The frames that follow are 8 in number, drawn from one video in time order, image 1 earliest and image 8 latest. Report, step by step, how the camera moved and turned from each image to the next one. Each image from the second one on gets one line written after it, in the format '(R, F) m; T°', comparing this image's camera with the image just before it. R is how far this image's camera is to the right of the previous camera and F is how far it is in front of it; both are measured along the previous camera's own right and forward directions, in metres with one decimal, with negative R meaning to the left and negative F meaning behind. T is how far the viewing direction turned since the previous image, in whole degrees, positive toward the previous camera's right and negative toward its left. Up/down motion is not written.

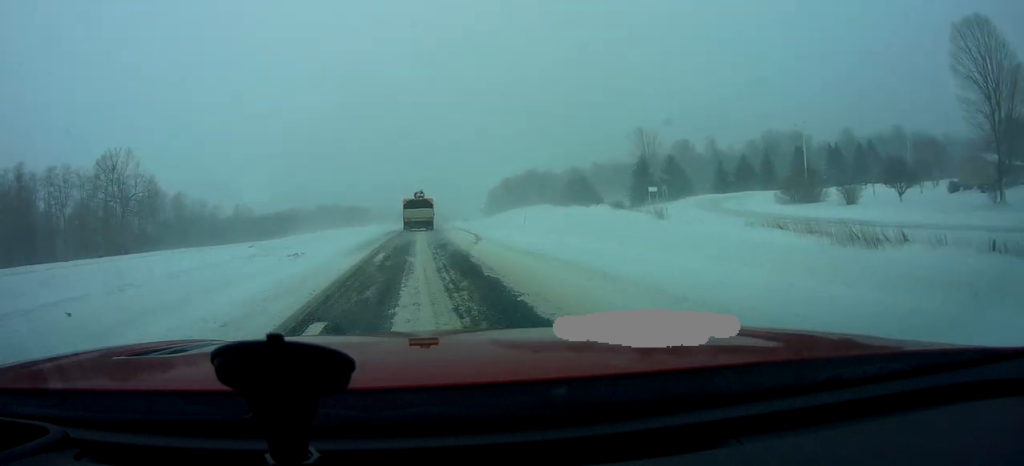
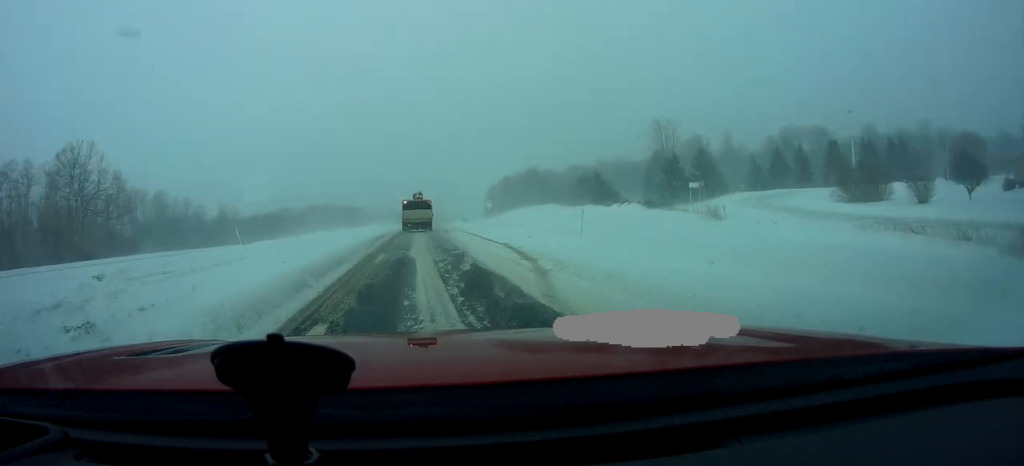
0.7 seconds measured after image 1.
(-0.1, +12.6) m; +1°
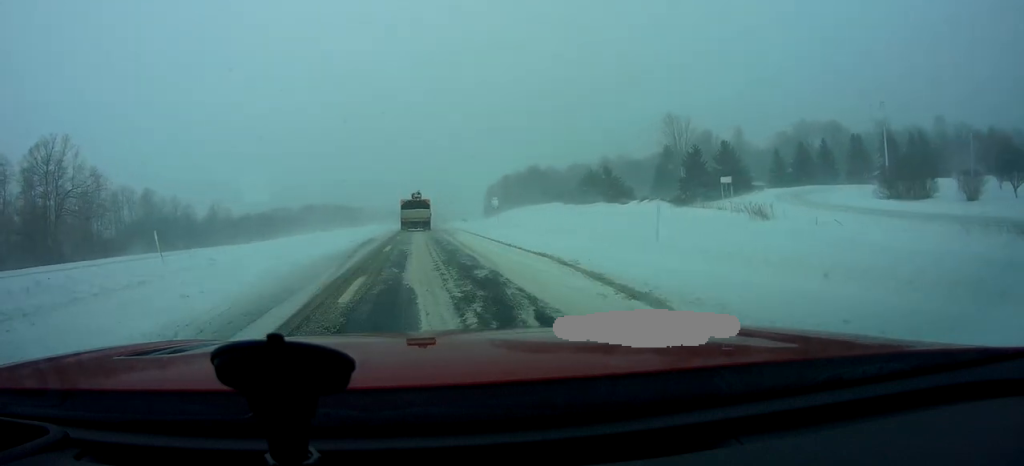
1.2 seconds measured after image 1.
(-0.1, +7.4) m; +1°
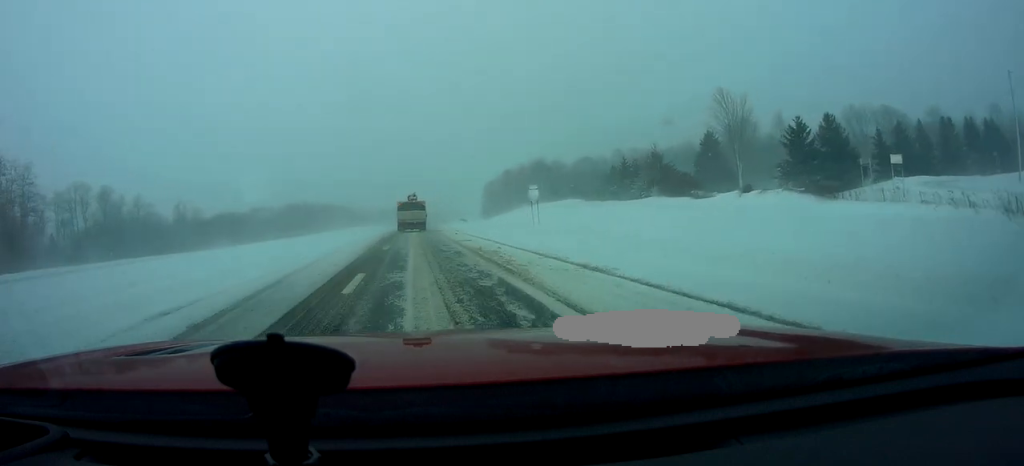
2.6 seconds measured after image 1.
(+0.8, +23.6) m; +2°
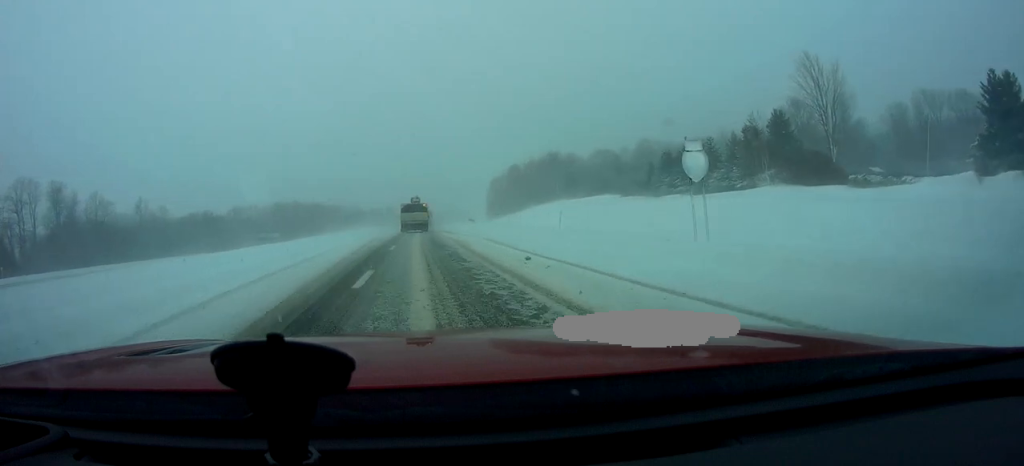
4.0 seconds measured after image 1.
(0.0, +23.4) m; 0°
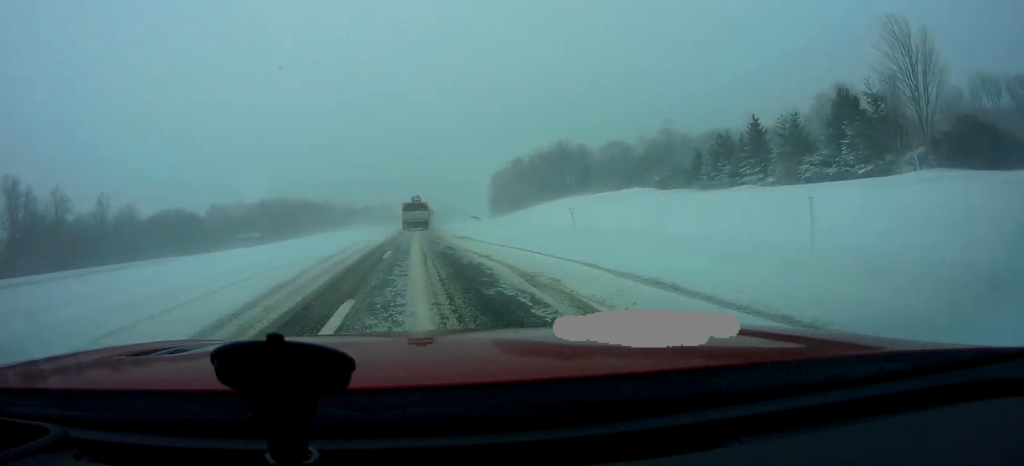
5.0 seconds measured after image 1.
(0.0, +16.9) m; 0°
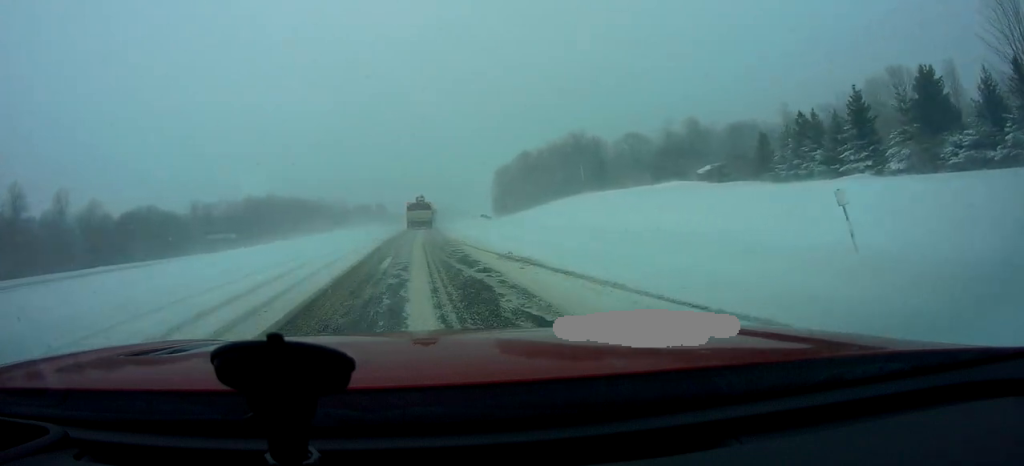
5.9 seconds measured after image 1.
(0.0, +15.9) m; +2°
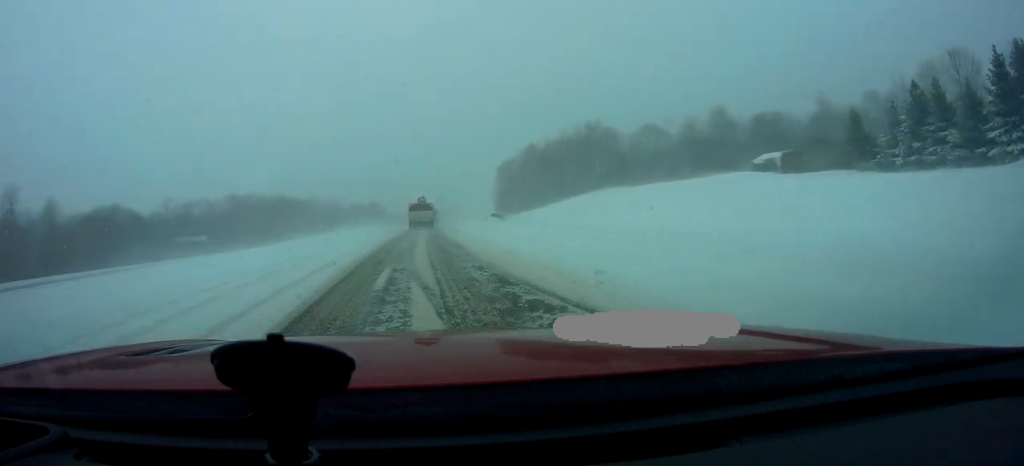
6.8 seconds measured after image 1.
(+0.4, +15.6) m; +2°
